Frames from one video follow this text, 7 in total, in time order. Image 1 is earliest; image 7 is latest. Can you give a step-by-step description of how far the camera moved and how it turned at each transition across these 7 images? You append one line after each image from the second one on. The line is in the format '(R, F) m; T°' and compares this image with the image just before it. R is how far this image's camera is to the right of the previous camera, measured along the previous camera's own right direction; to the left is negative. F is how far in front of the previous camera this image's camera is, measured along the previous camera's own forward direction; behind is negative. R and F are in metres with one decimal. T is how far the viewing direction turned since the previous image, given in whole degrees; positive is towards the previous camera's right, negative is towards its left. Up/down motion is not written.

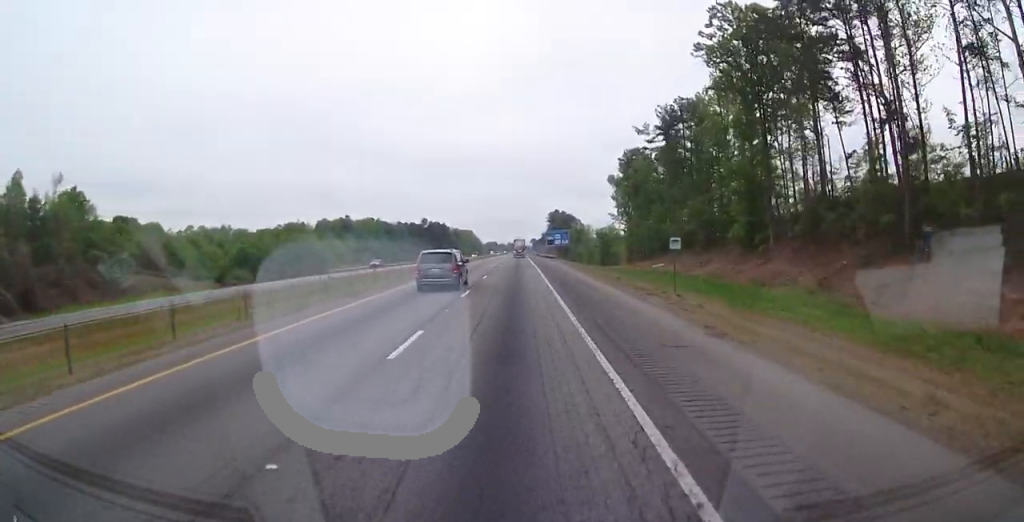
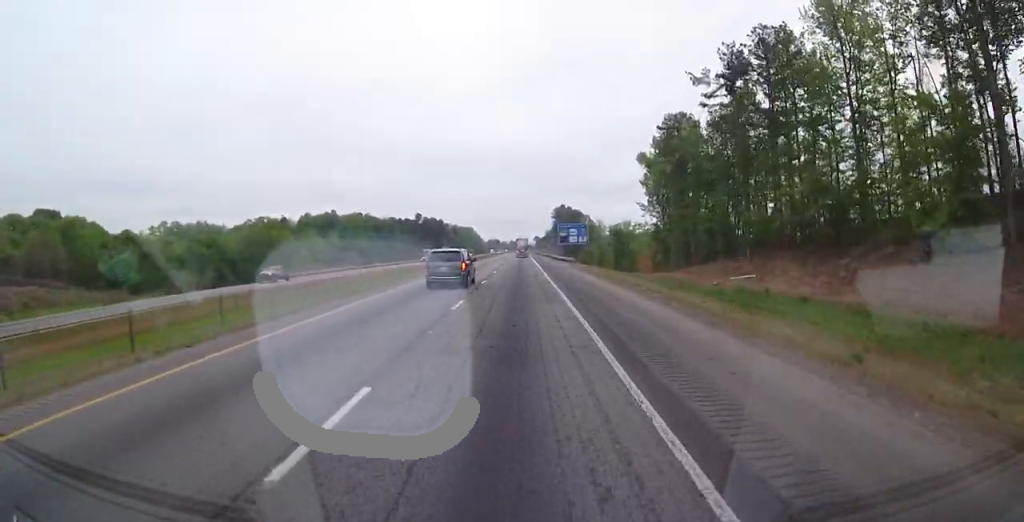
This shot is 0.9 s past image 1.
(-0.1, +29.2) m; 0°
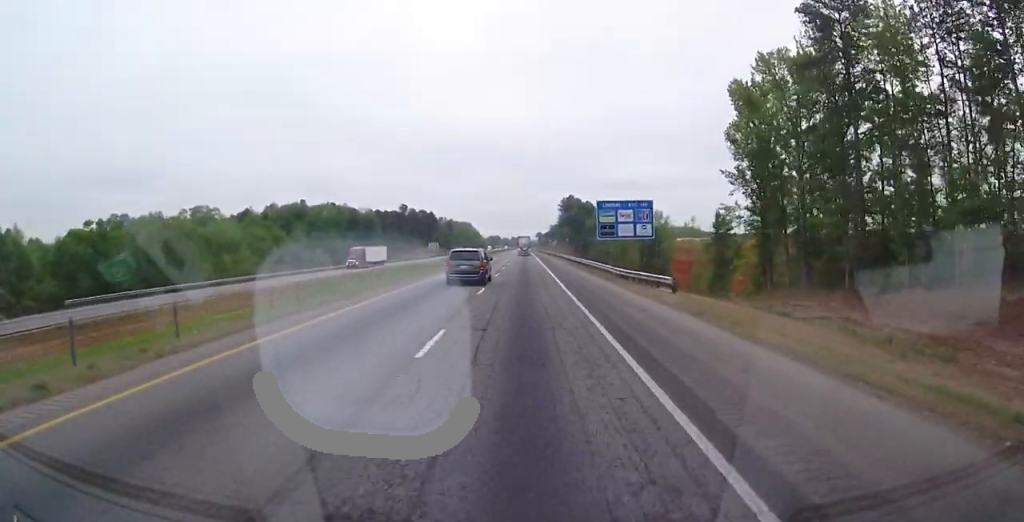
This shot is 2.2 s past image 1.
(-0.1, +43.3) m; 0°
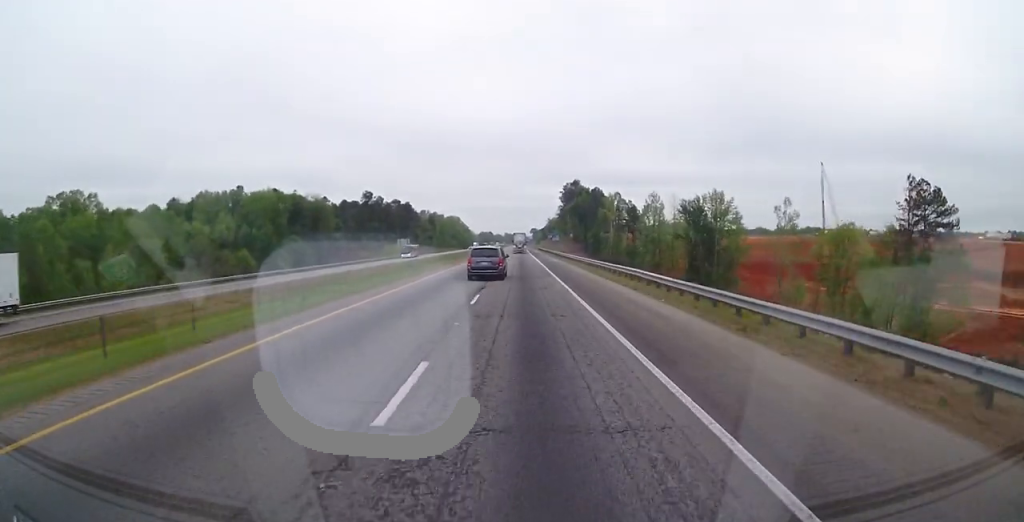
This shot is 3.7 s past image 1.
(0.0, +53.1) m; 0°
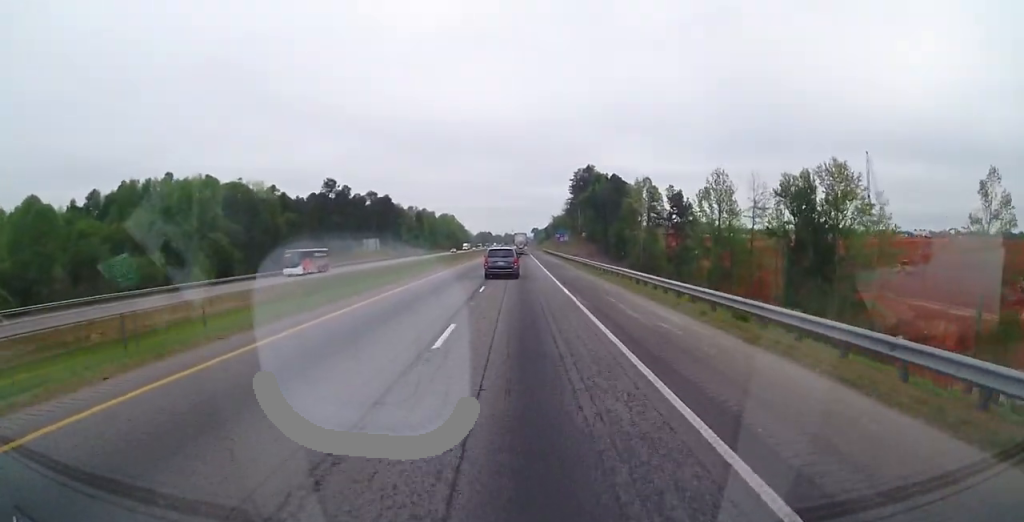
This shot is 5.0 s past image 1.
(-0.3, +44.4) m; 0°
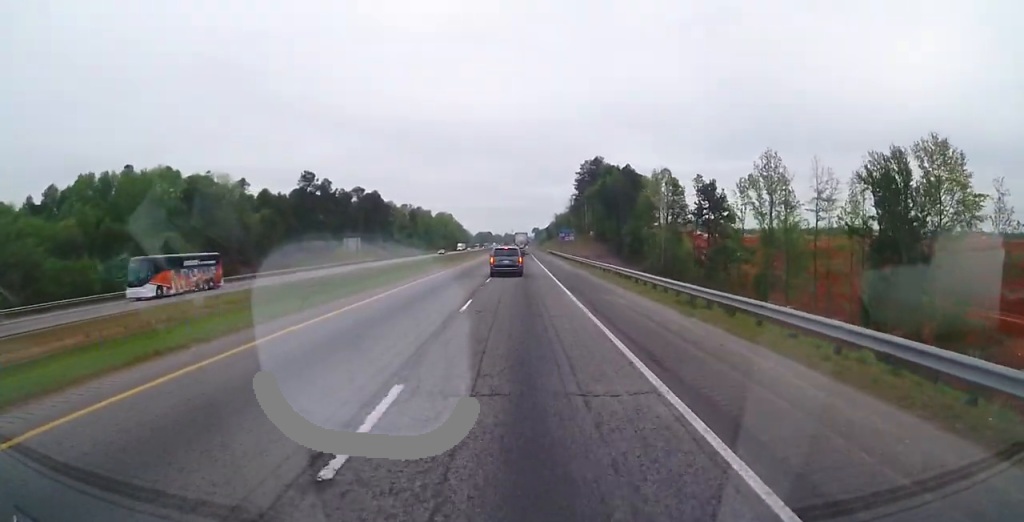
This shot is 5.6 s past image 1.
(-0.1, +18.9) m; 0°
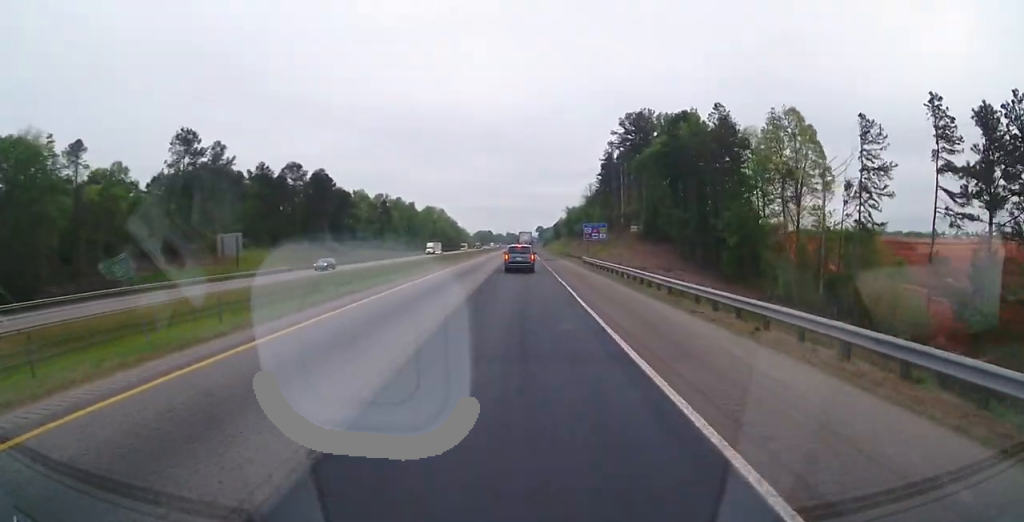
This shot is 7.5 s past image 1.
(+1.0, +61.4) m; 0°
